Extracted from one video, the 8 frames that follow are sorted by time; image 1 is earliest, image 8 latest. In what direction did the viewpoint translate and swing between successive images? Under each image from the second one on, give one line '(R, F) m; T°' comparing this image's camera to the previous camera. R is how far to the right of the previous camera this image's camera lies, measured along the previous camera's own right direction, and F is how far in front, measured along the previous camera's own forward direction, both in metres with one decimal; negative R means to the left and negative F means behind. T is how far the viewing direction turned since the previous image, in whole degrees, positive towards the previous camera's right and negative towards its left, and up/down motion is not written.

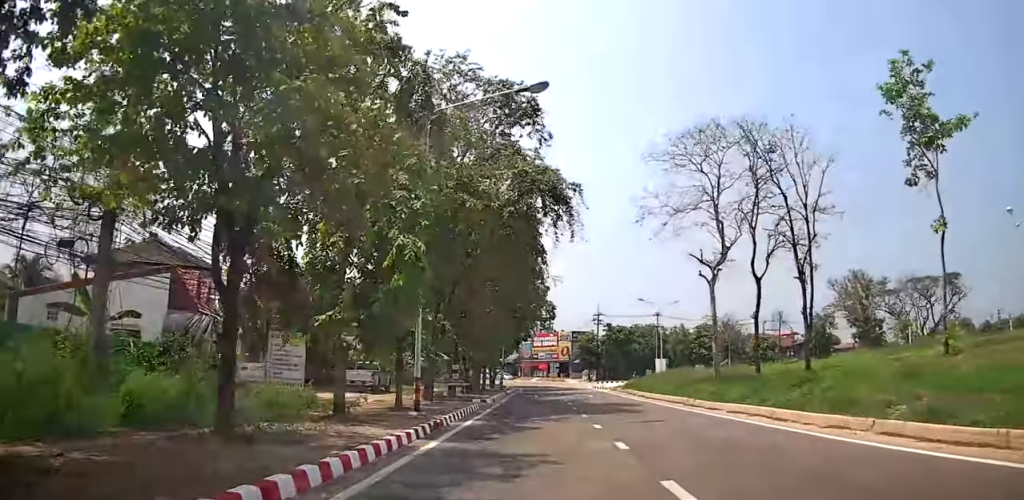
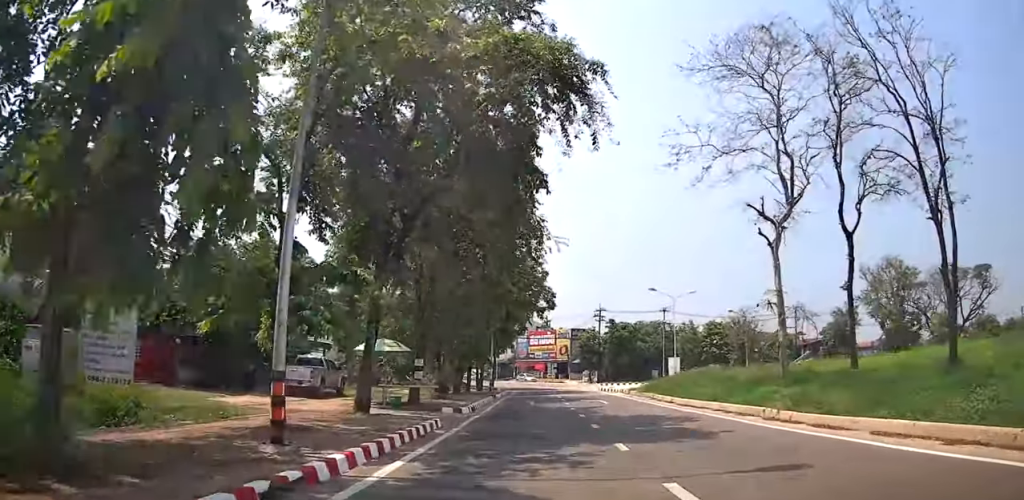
(-0.3, +7.5) m; -1°
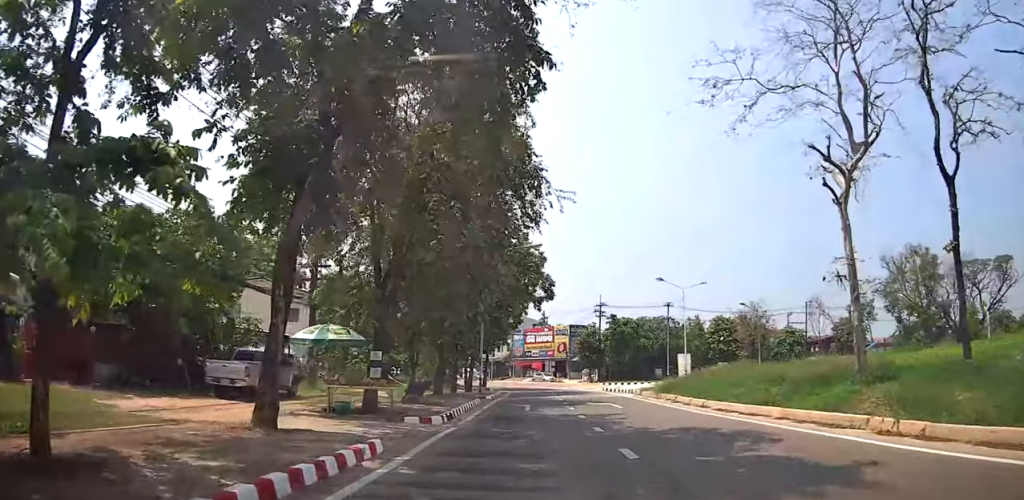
(-0.1, +4.9) m; +2°
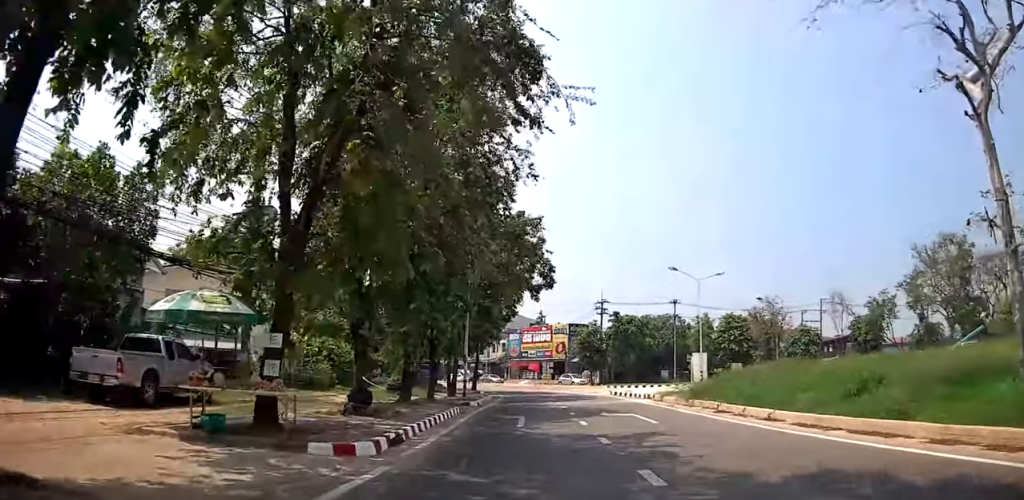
(+0.1, +5.7) m; +1°
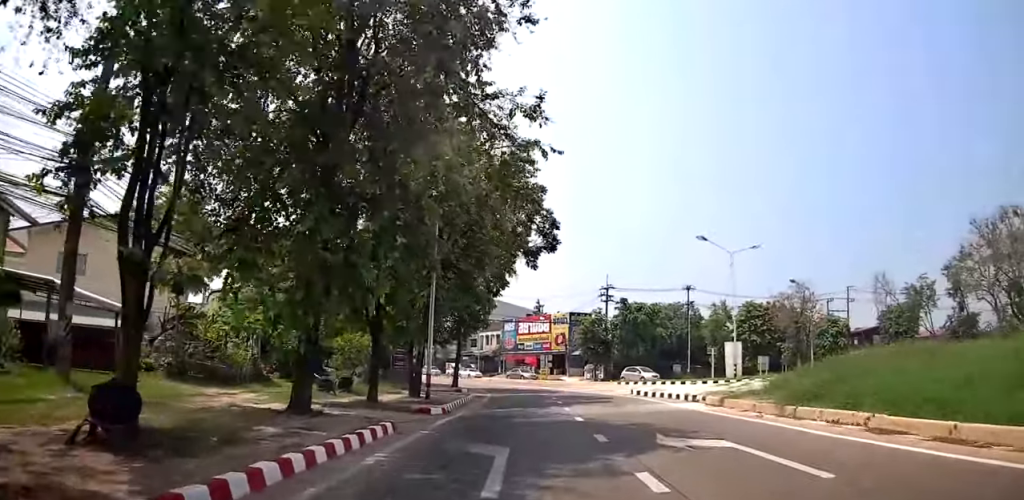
(+0.5, +8.5) m; 0°
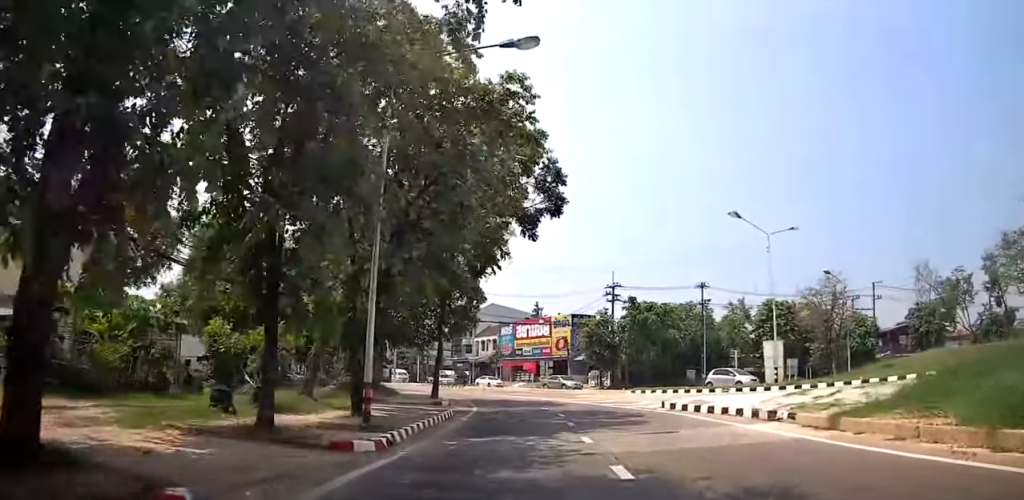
(-0.5, +6.7) m; 0°
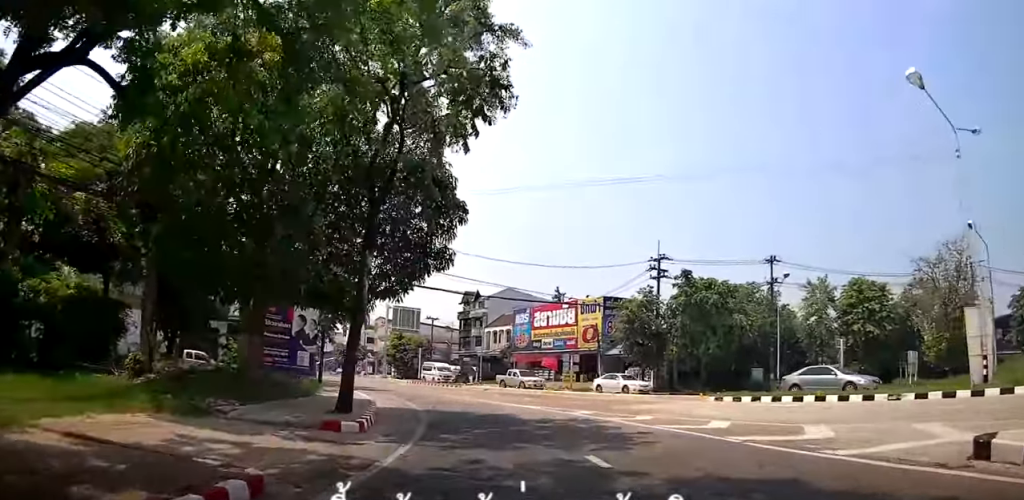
(+0.4, +15.7) m; -1°
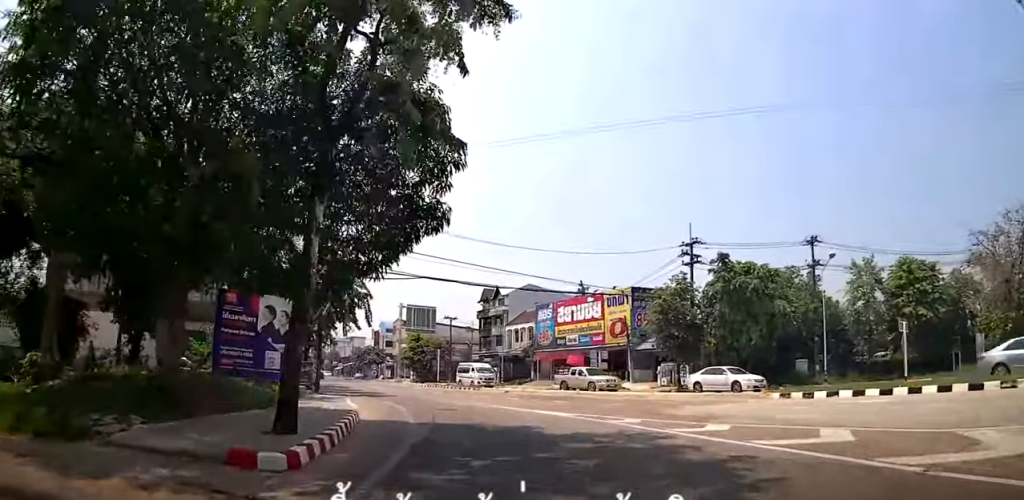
(-0.4, +4.8) m; -1°
